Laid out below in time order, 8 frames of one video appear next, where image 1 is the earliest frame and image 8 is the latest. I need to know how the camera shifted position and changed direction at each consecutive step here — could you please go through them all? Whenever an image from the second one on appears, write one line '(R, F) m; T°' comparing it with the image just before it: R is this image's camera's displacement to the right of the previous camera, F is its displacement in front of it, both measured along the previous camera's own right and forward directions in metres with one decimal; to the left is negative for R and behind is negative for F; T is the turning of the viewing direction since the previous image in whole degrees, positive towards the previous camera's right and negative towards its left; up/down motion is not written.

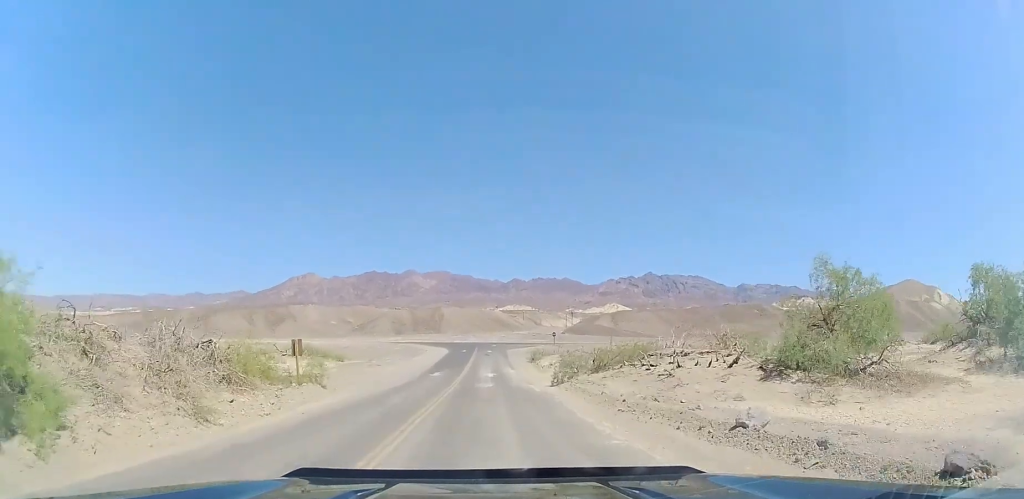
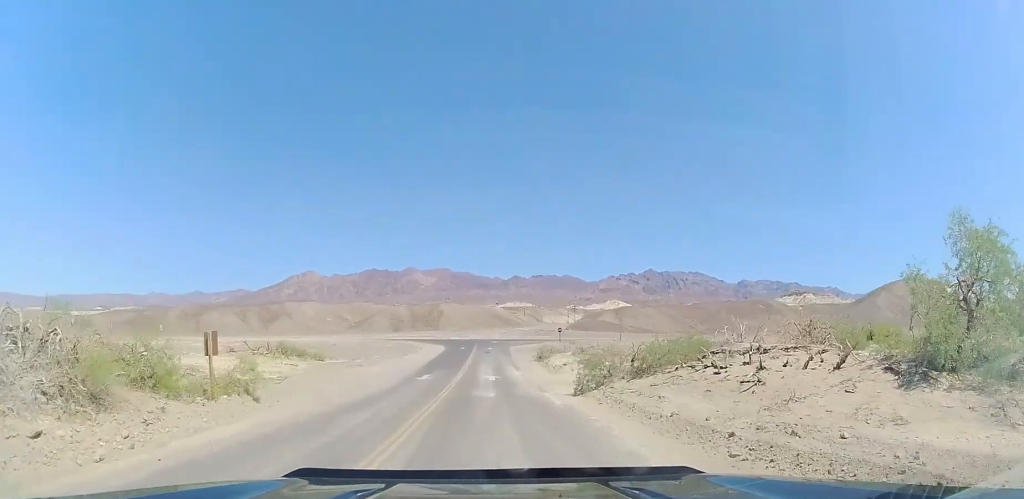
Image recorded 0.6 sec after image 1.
(0.0, +7.1) m; 0°
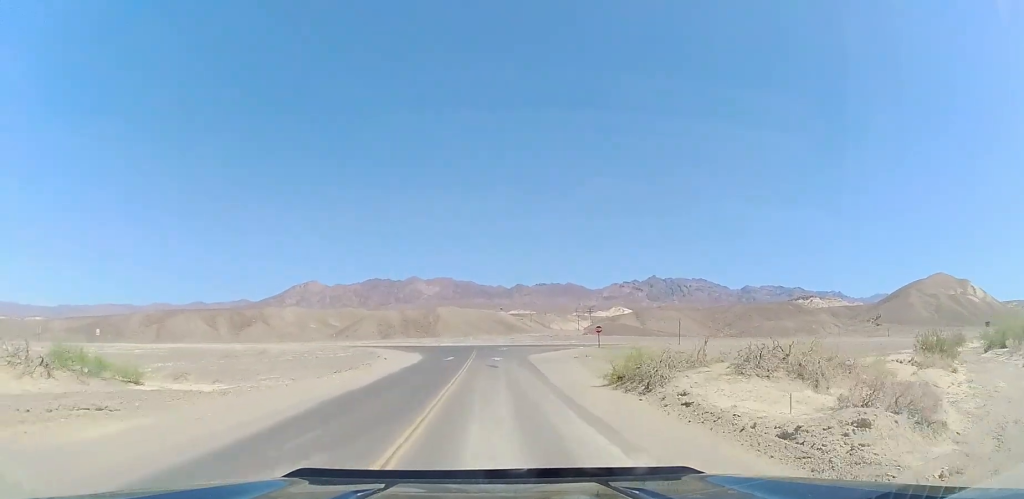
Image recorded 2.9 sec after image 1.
(0.0, +29.4) m; 0°
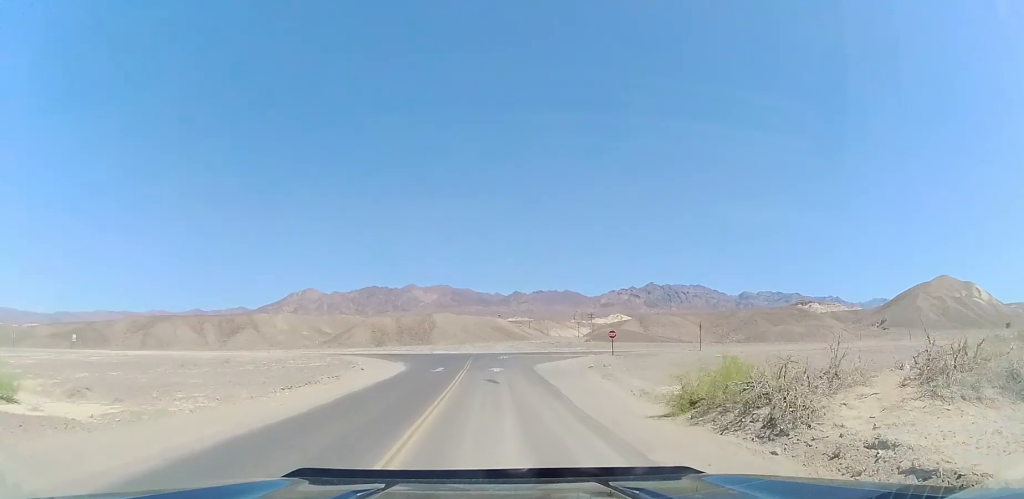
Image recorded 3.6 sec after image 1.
(-0.1, +7.9) m; +1°
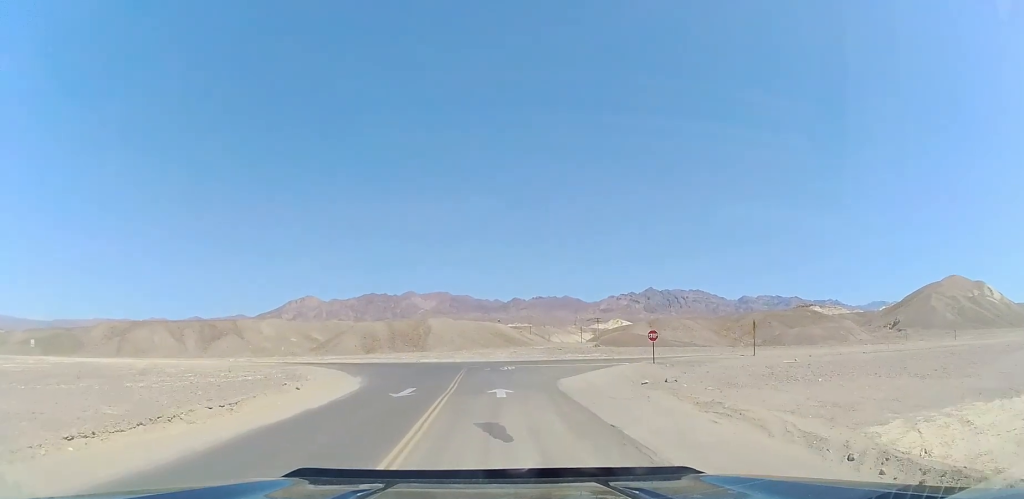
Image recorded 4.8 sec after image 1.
(+0.3, +13.1) m; +1°
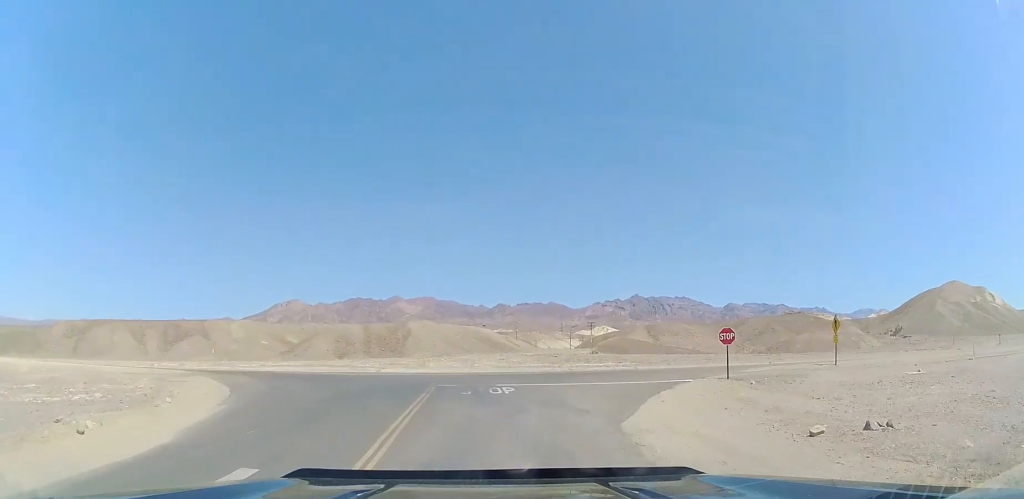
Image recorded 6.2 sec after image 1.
(-0.4, +14.8) m; -2°
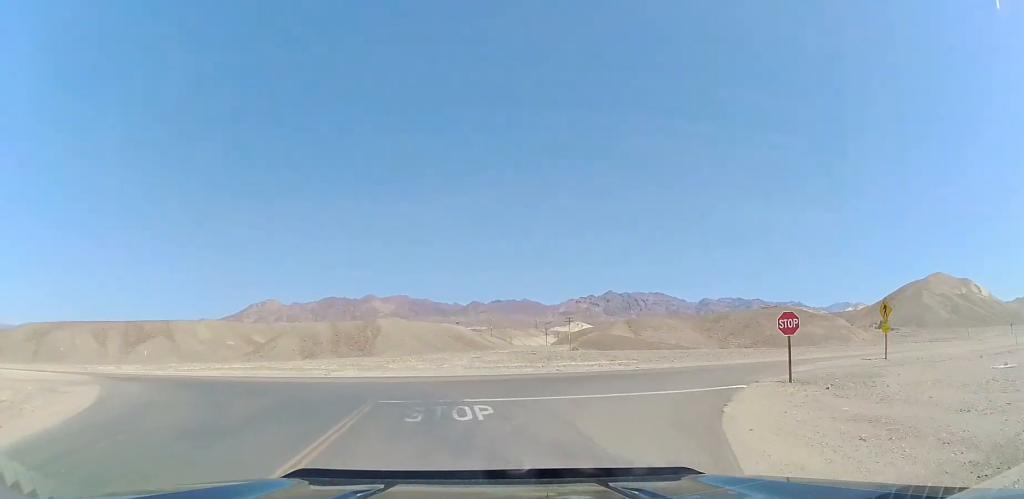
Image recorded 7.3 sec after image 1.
(+0.2, +9.0) m; +3°
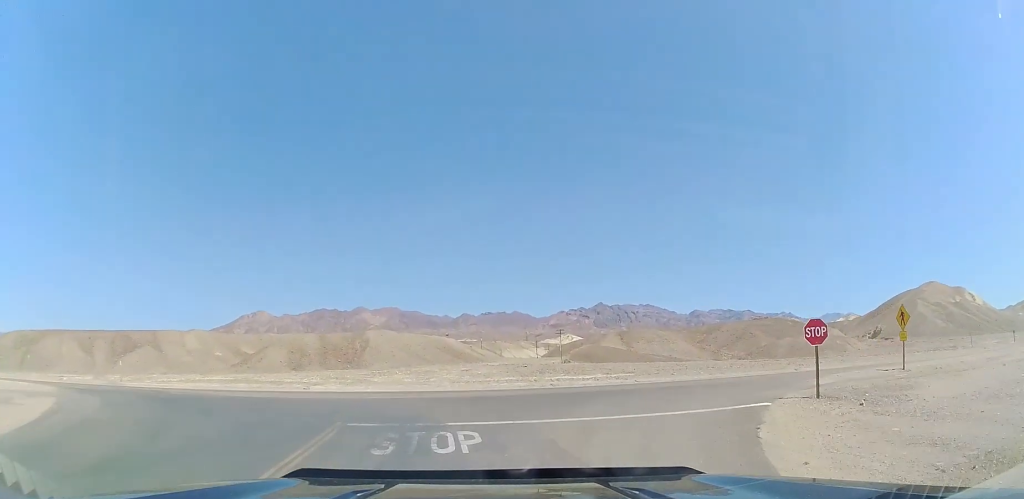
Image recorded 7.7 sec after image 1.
(0.0, +3.1) m; +2°
